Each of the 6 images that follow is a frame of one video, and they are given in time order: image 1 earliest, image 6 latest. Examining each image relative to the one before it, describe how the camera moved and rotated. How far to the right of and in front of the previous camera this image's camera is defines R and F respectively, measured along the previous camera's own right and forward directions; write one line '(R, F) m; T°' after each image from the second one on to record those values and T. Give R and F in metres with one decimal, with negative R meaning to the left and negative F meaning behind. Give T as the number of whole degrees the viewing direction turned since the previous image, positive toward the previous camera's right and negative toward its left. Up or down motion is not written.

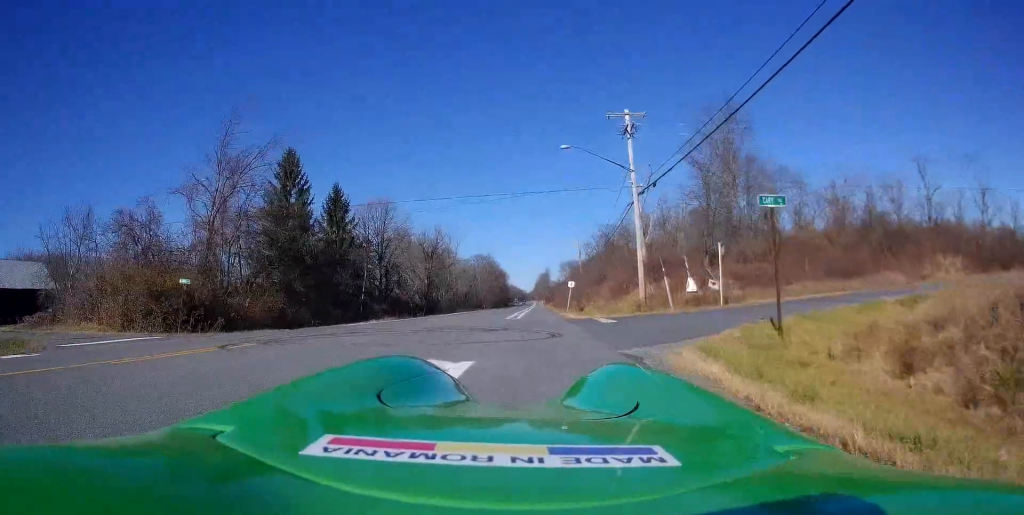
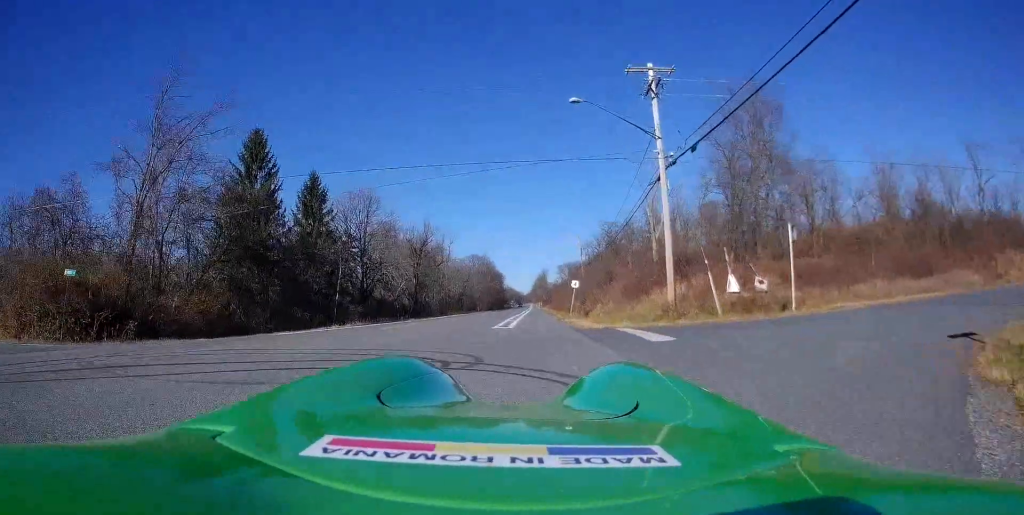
(+0.1, +7.6) m; +2°
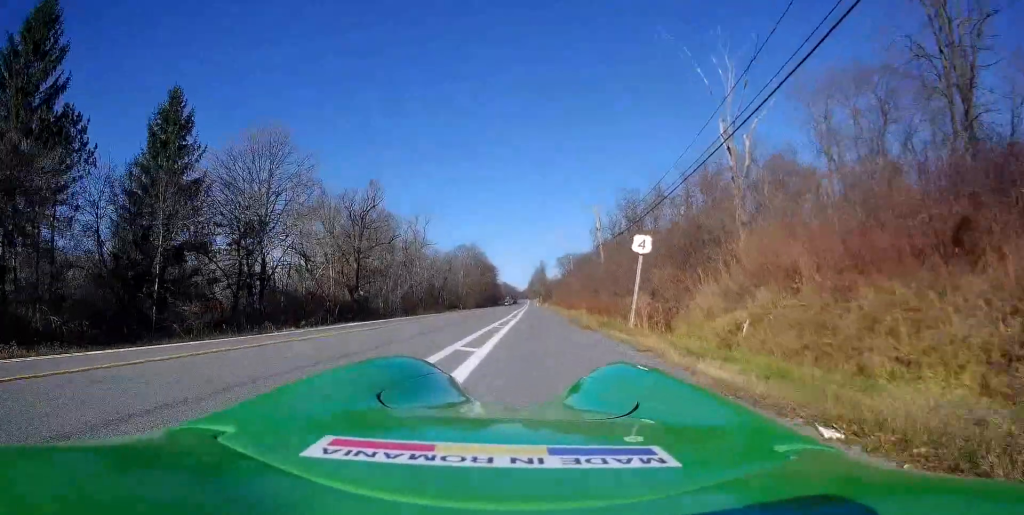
(+0.5, +29.9) m; +1°
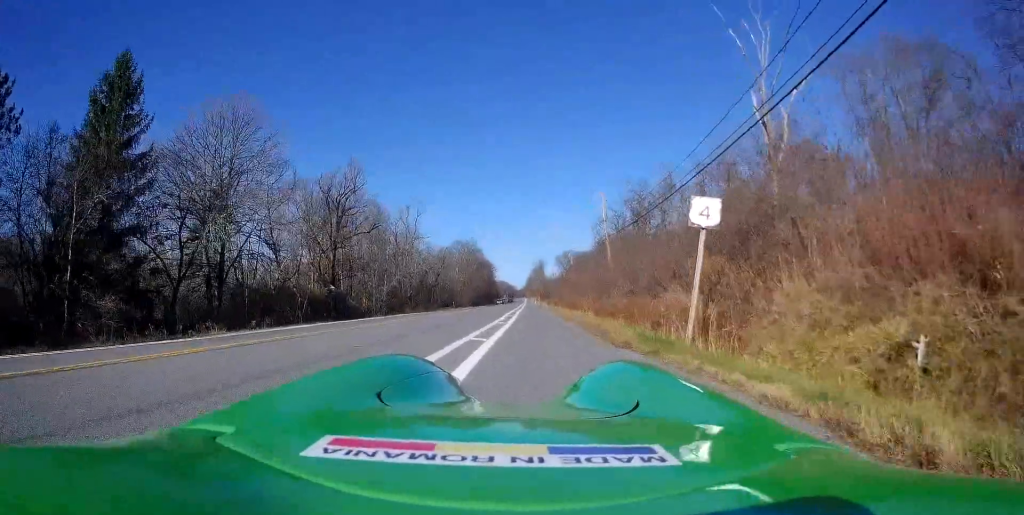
(+0.2, +6.7) m; 0°
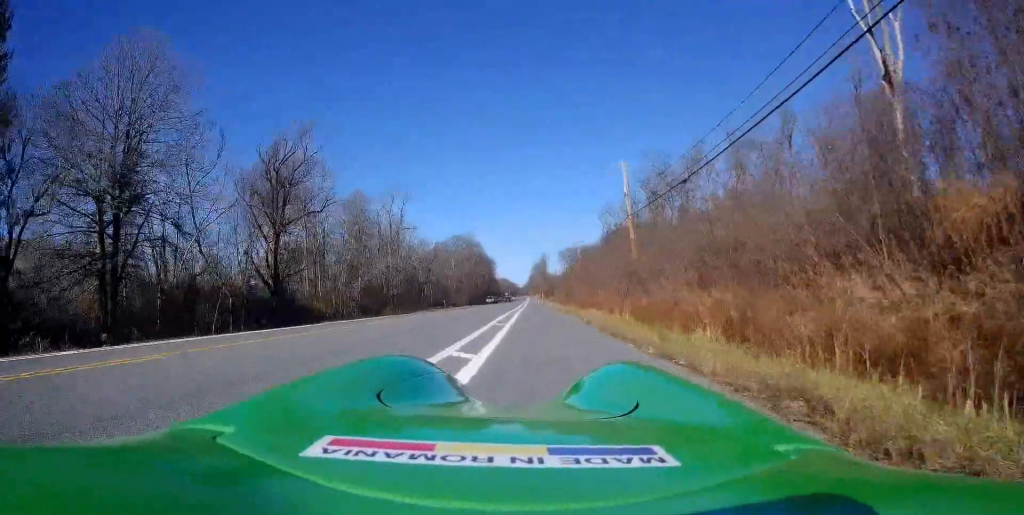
(-0.1, +11.7) m; +1°
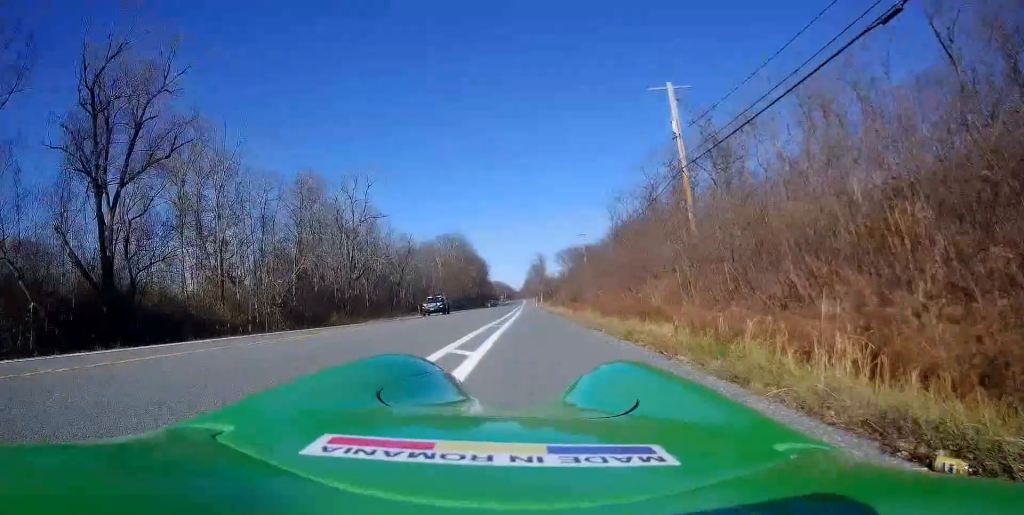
(+0.1, +17.2) m; 0°
